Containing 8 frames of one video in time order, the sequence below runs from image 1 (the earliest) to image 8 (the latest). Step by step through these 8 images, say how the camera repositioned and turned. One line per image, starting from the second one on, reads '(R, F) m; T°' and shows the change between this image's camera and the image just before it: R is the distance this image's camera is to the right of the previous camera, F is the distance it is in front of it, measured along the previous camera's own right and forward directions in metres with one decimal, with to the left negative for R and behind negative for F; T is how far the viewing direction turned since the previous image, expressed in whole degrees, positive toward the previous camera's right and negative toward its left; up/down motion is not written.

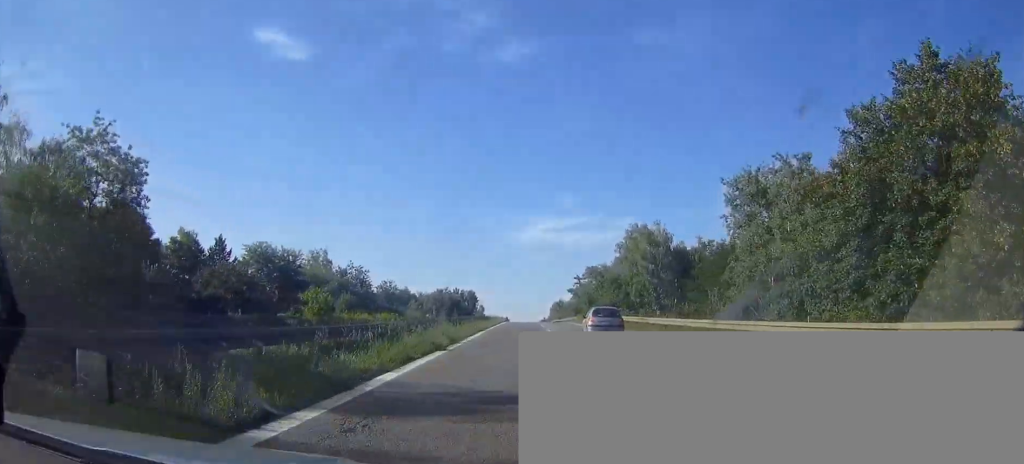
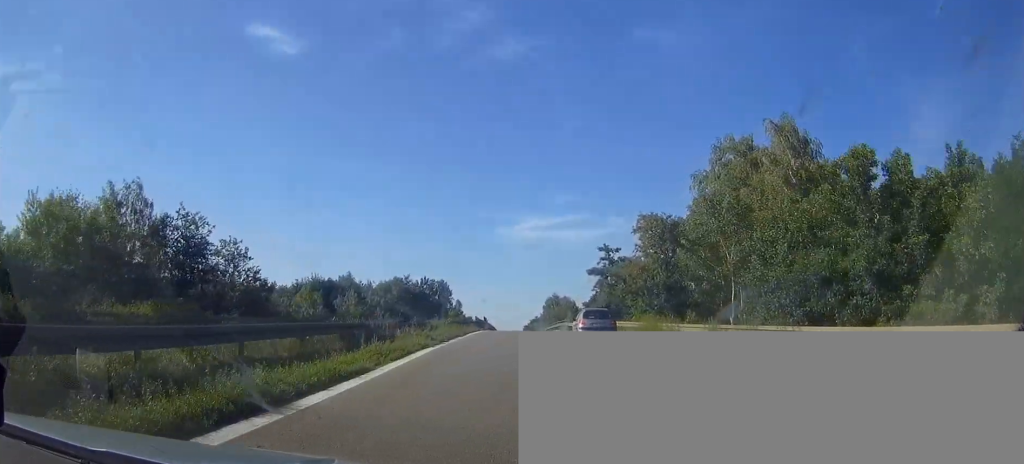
(+0.5, +55.4) m; +1°
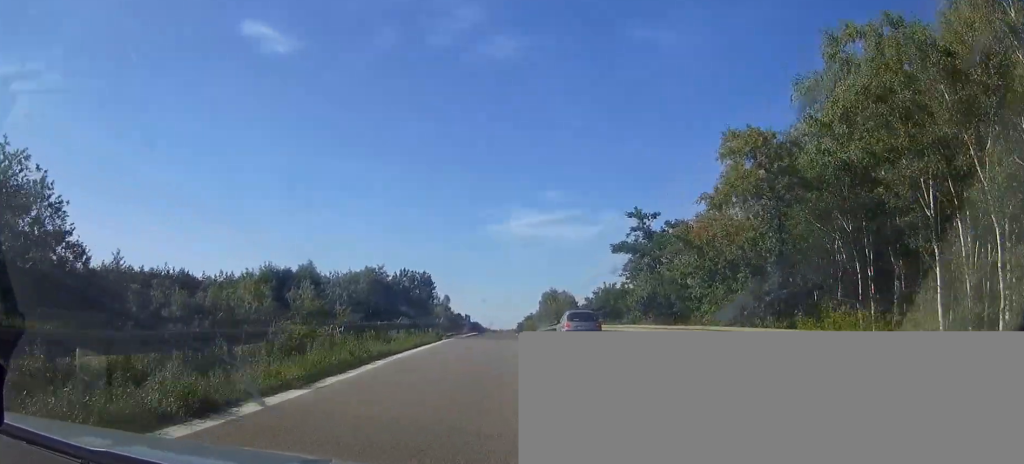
(0.0, +23.6) m; 0°
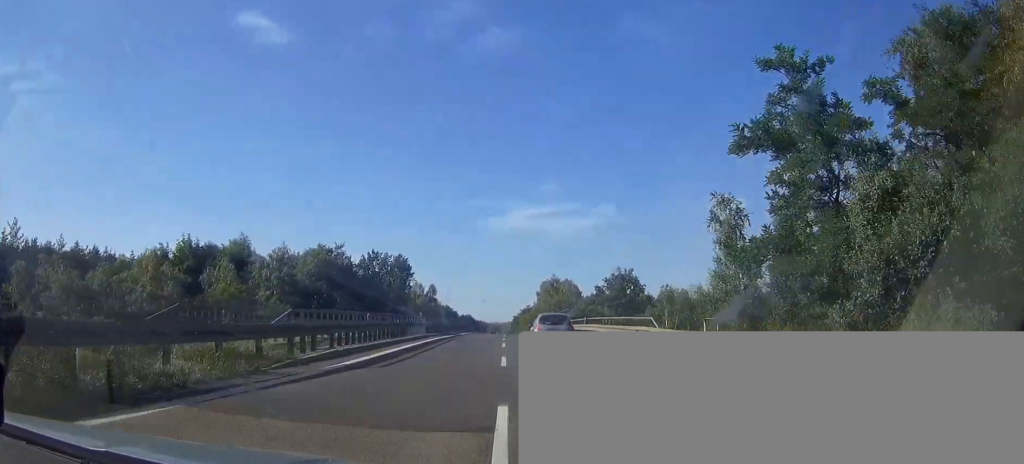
(0.0, +29.1) m; 0°
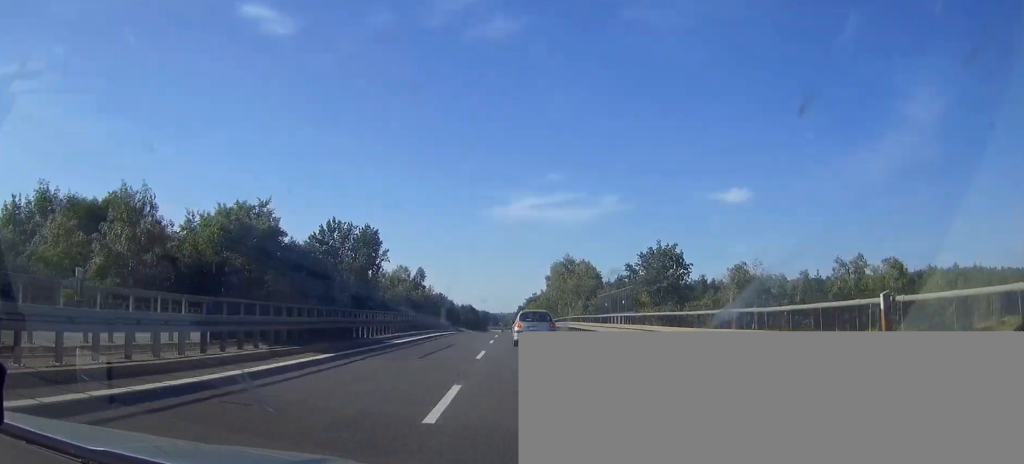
(0.0, +32.5) m; 0°
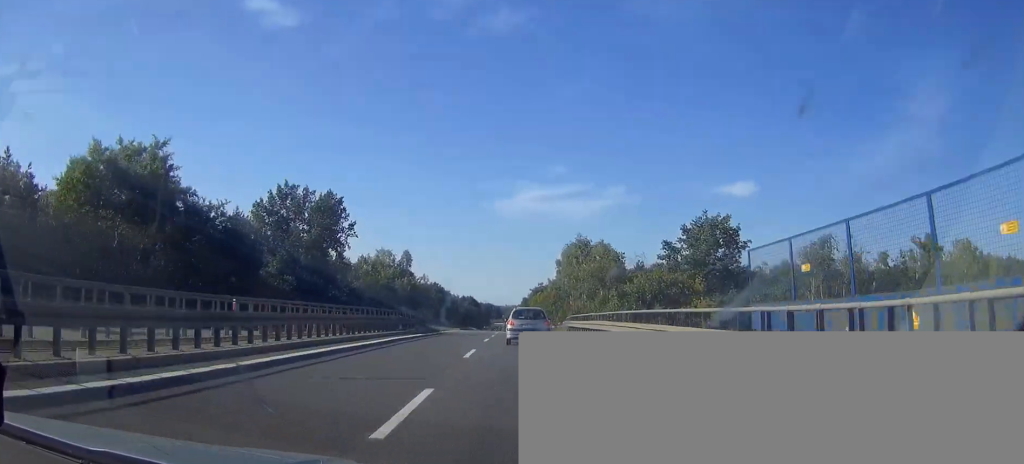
(0.0, +23.6) m; 0°
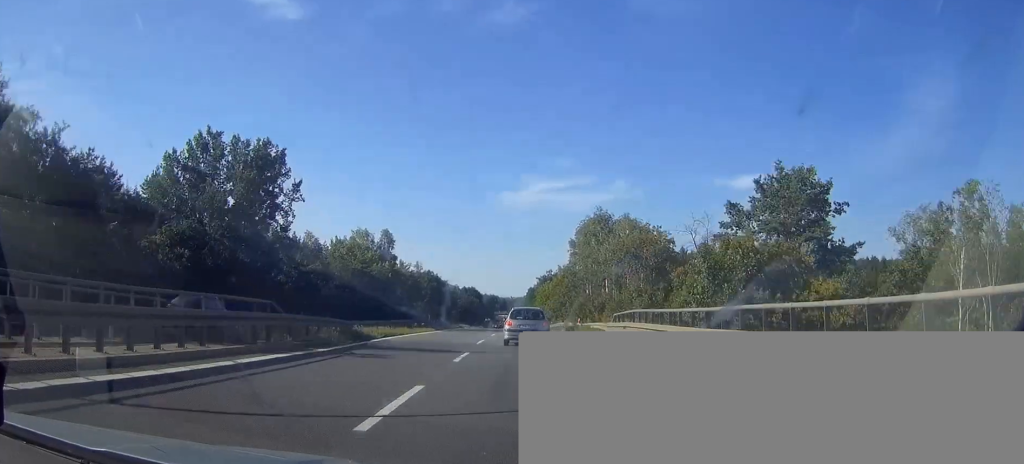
(-0.1, +22.4) m; 0°
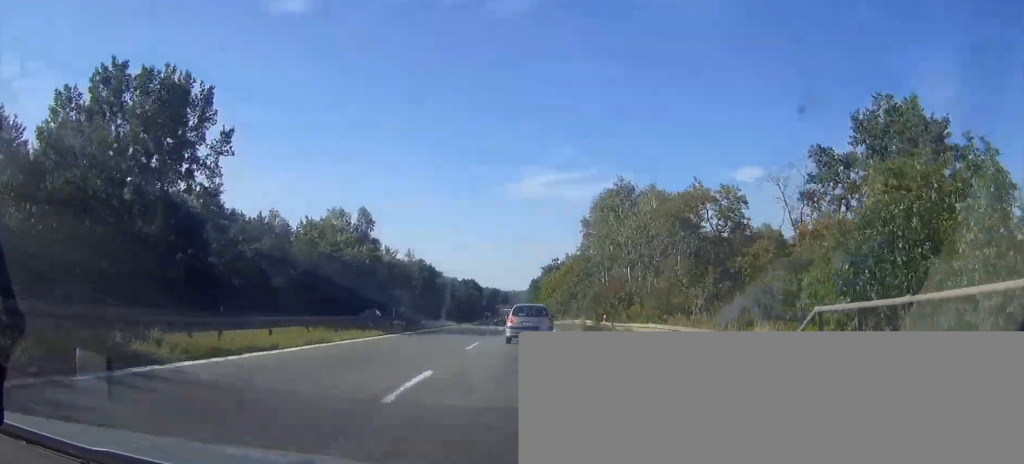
(0.0, +16.7) m; 0°
